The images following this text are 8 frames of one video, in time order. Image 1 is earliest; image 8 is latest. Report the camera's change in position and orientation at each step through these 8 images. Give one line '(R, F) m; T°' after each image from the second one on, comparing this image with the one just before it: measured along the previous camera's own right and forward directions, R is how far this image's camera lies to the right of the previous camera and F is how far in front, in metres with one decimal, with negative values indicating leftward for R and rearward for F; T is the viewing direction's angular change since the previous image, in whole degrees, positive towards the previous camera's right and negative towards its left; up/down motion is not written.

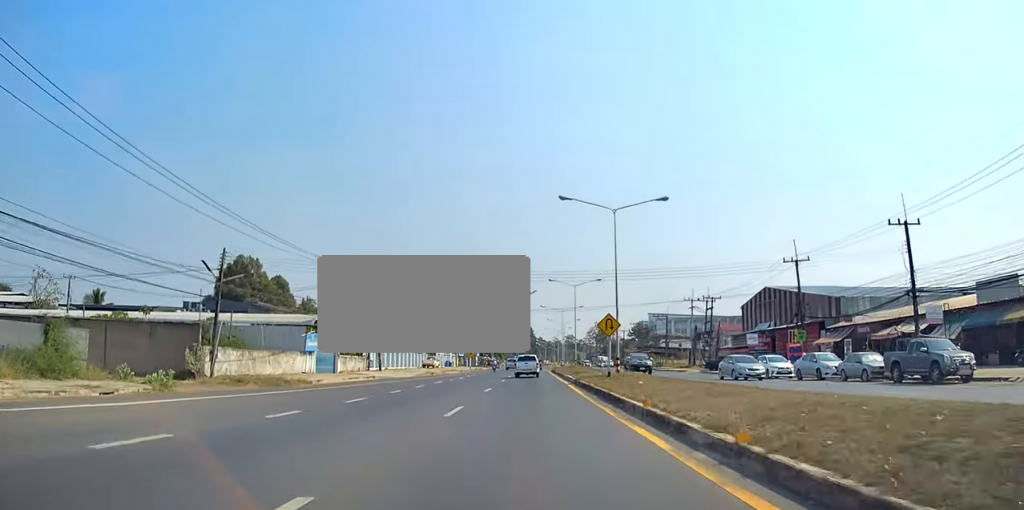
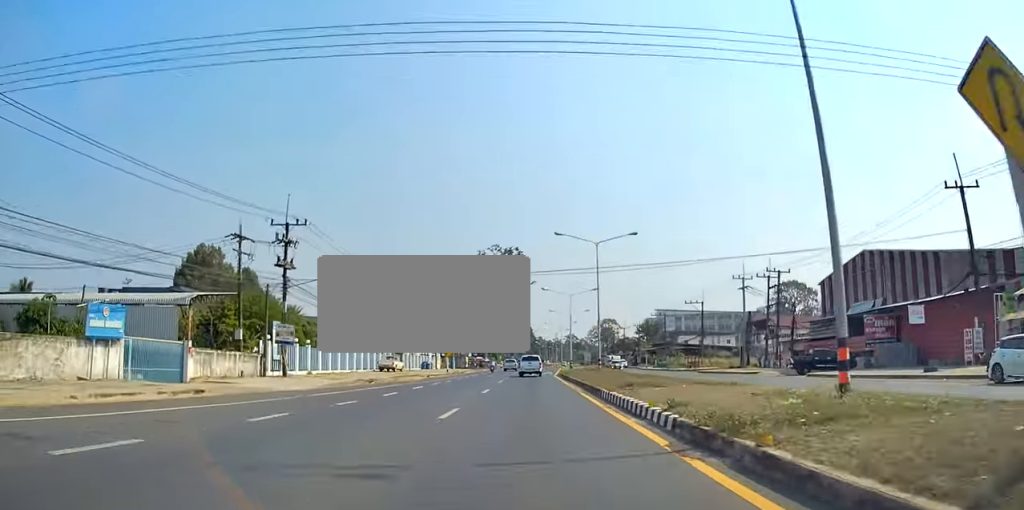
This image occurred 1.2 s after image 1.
(-0.2, +23.8) m; -1°
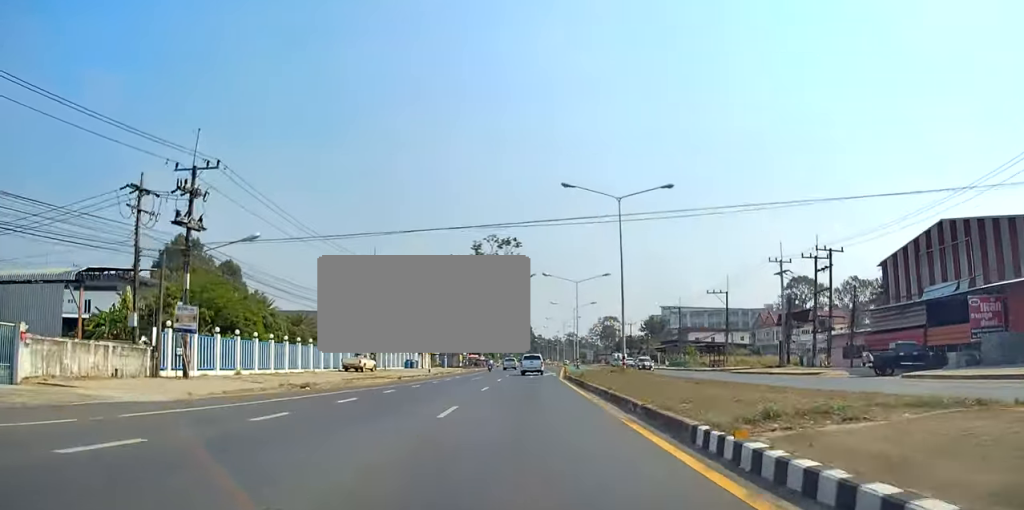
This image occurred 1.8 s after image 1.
(0.0, +11.8) m; 0°
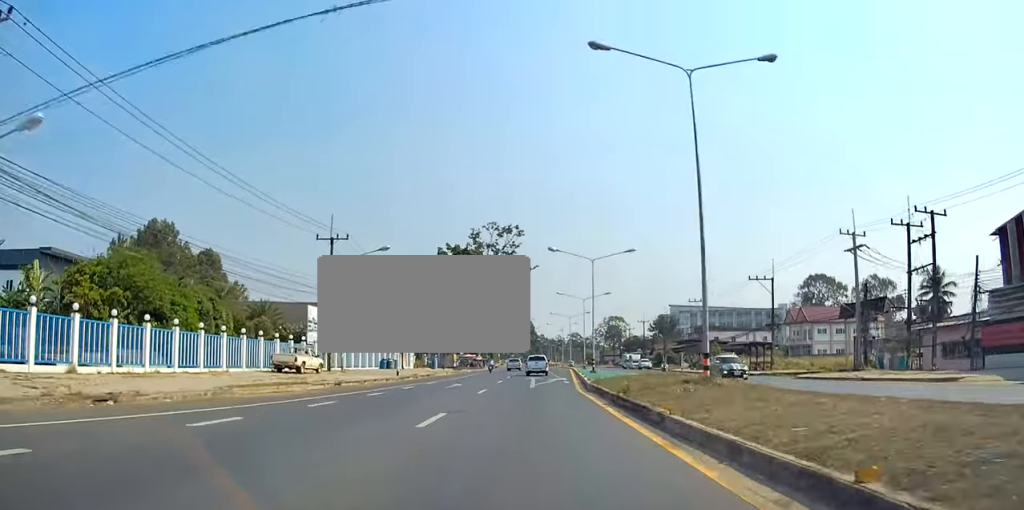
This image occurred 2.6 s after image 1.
(0.0, +14.9) m; 0°
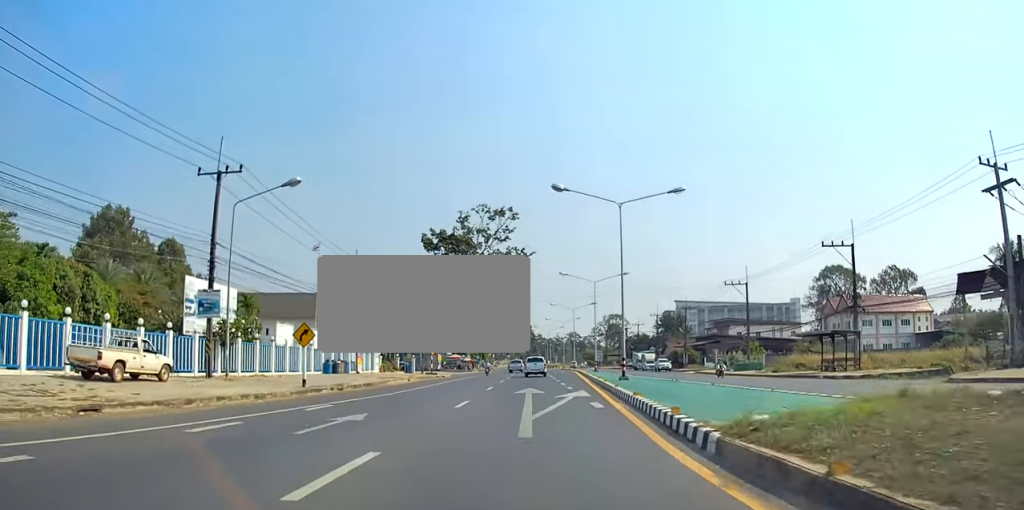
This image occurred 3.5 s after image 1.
(+0.1, +18.2) m; 0°
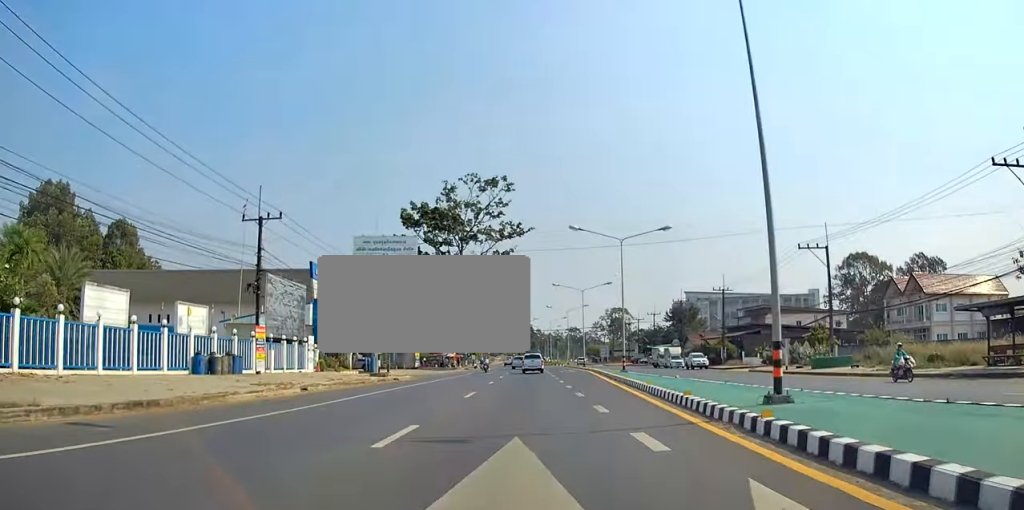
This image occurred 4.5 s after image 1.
(0.0, +20.2) m; 0°
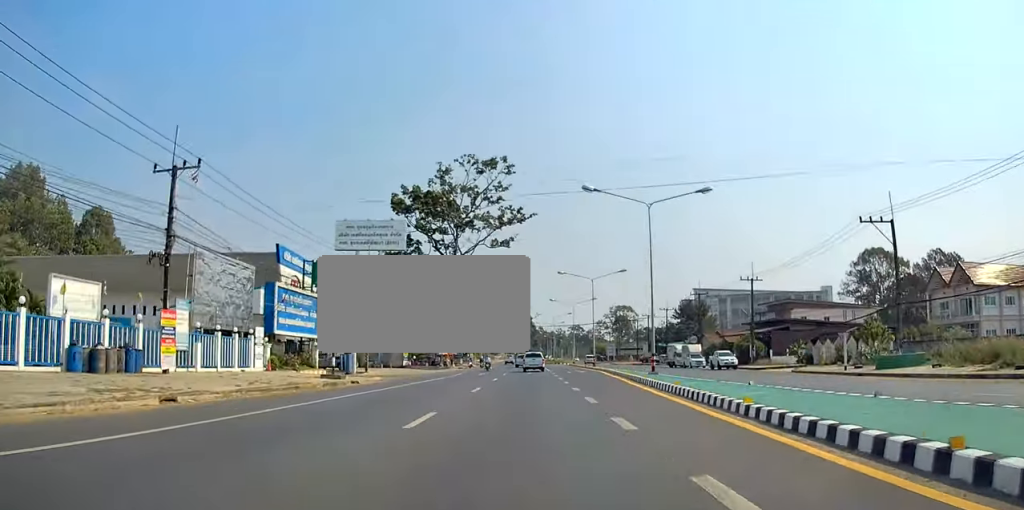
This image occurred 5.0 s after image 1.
(+0.1, +9.5) m; 0°
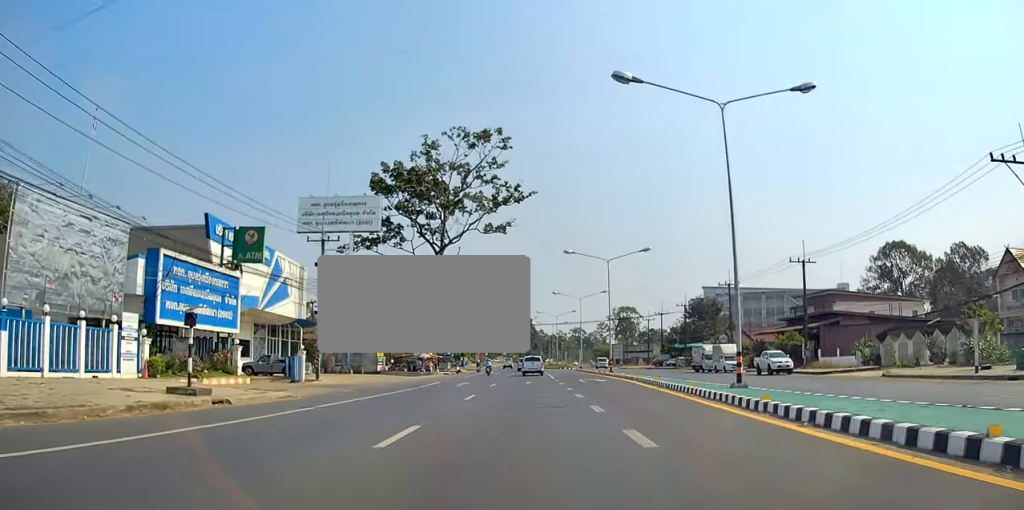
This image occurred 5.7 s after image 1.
(0.0, +14.1) m; 0°
